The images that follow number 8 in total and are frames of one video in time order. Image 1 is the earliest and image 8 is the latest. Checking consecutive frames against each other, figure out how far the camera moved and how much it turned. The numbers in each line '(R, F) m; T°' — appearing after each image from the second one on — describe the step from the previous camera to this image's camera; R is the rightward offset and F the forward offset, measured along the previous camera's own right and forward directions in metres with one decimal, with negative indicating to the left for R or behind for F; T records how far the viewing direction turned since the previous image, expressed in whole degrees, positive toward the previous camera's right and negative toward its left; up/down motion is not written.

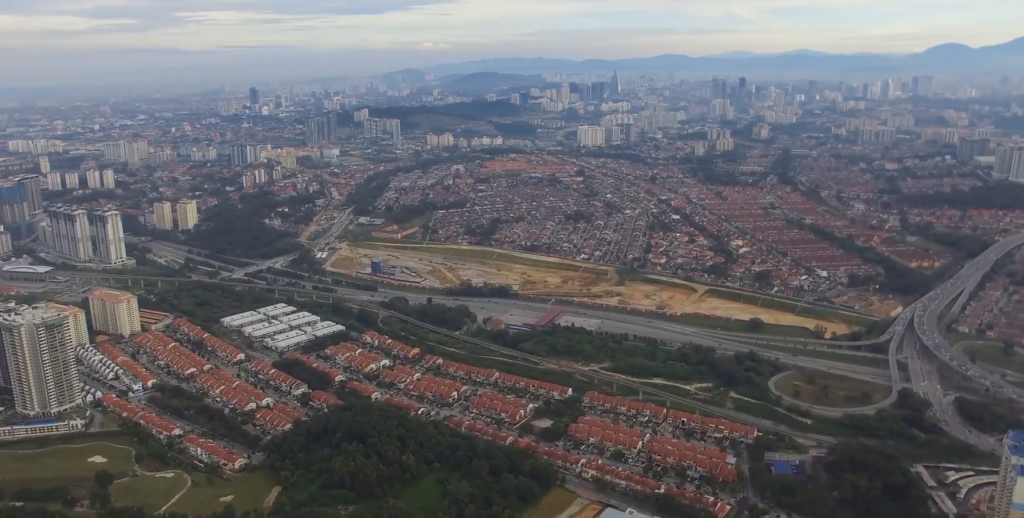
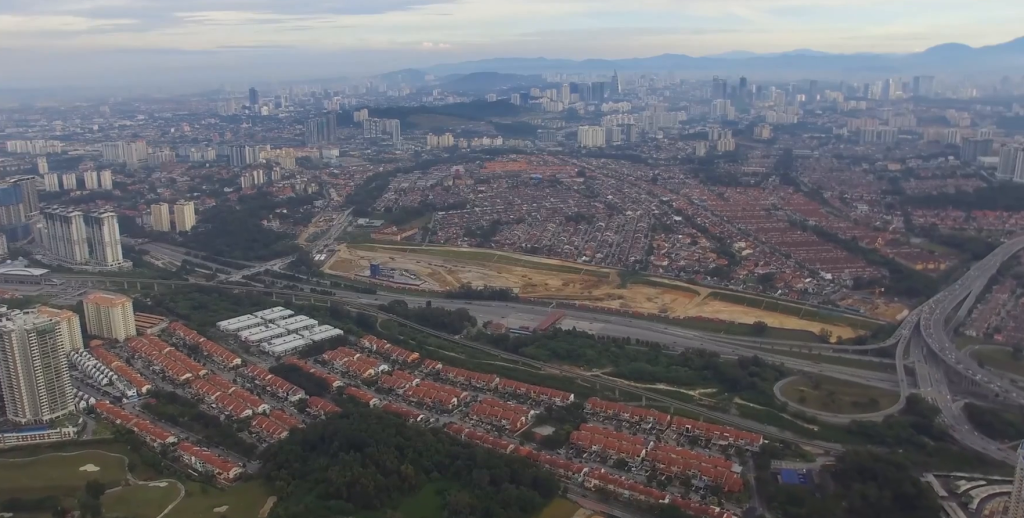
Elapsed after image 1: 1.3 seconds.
(0.0, +16.6) m; 0°
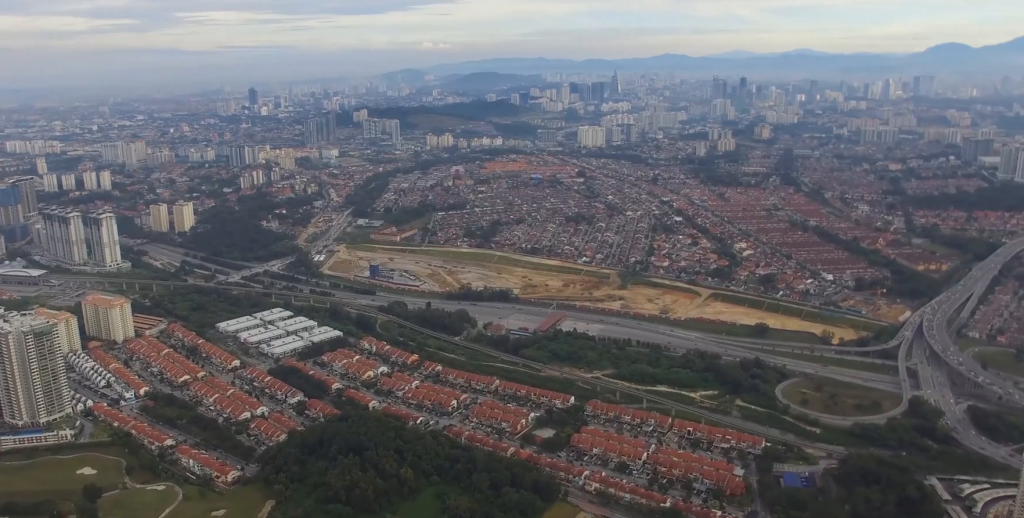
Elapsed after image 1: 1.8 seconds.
(0.0, +5.5) m; 0°
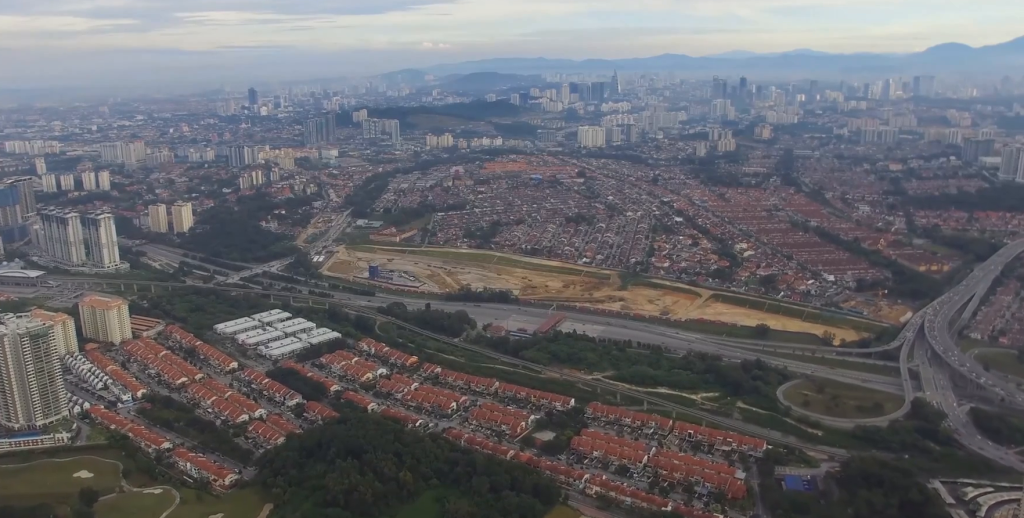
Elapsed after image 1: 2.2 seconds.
(0.0, +6.0) m; 0°
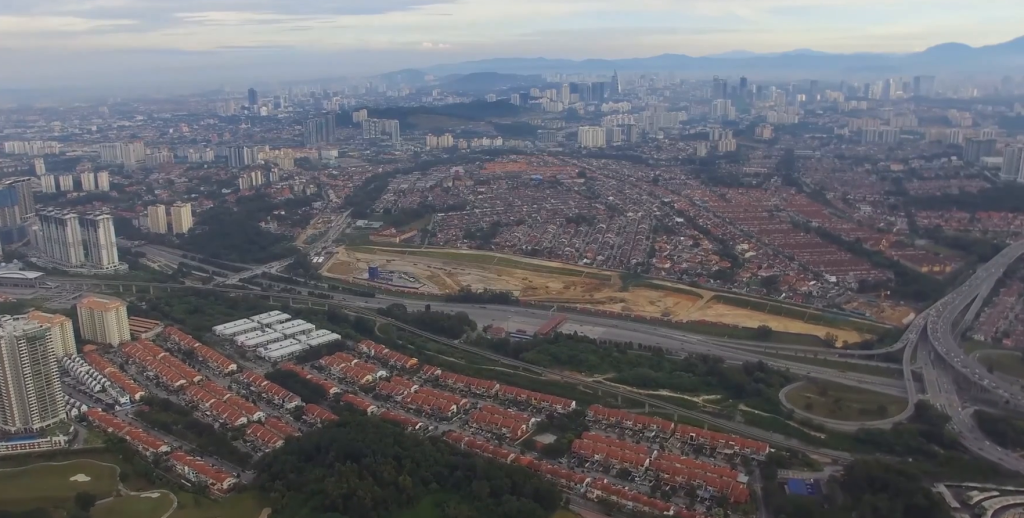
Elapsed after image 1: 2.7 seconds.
(0.0, +6.0) m; 0°
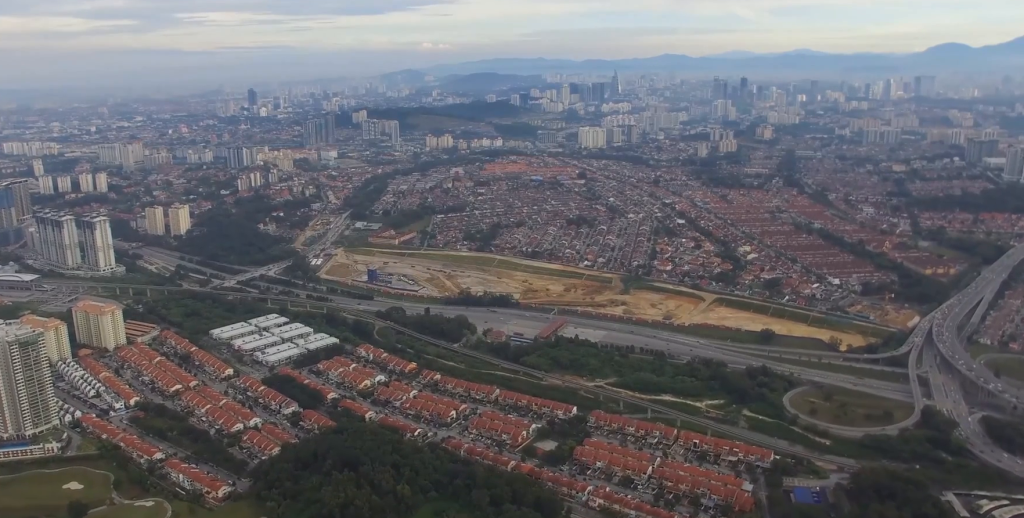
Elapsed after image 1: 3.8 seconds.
(0.0, +13.0) m; 0°
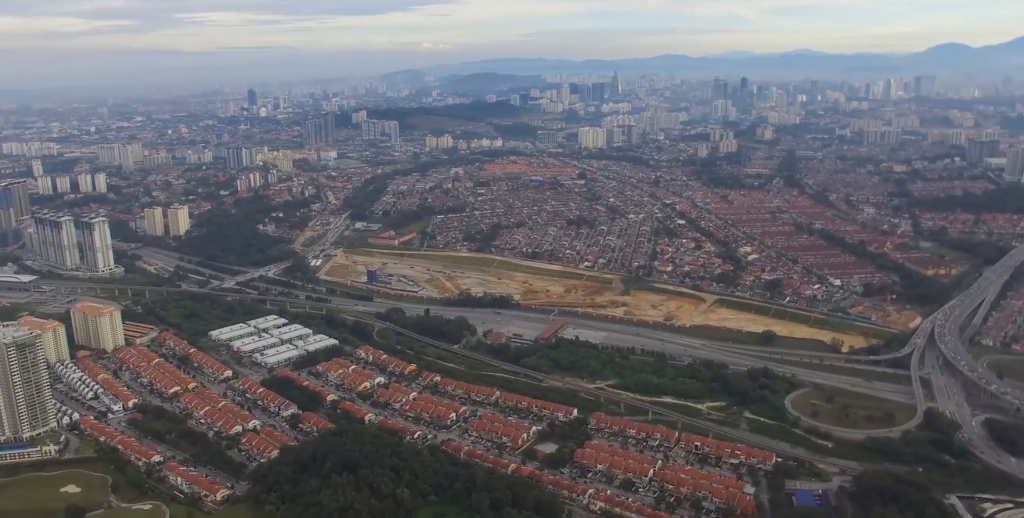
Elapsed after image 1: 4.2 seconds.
(0.0, +5.0) m; 0°
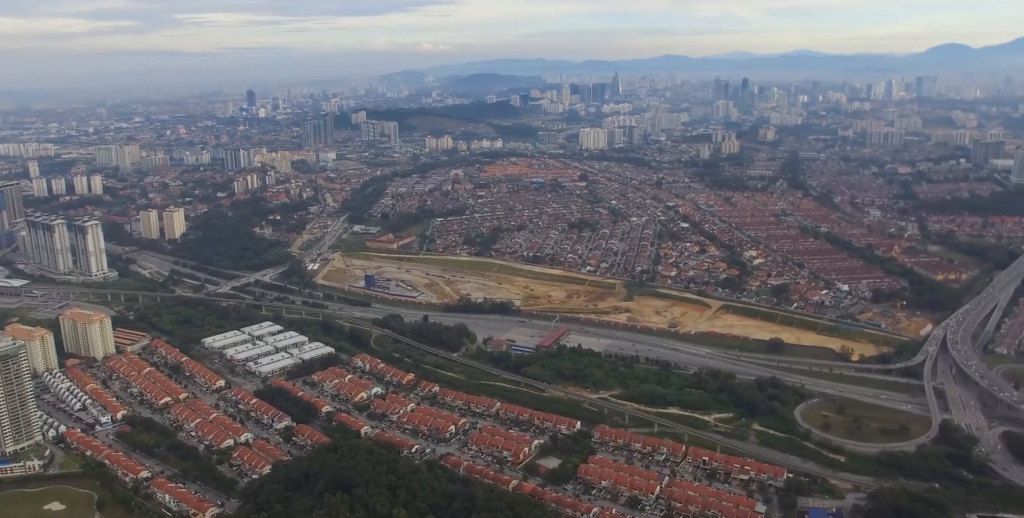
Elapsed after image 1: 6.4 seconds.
(-0.1, +28.2) m; 0°
